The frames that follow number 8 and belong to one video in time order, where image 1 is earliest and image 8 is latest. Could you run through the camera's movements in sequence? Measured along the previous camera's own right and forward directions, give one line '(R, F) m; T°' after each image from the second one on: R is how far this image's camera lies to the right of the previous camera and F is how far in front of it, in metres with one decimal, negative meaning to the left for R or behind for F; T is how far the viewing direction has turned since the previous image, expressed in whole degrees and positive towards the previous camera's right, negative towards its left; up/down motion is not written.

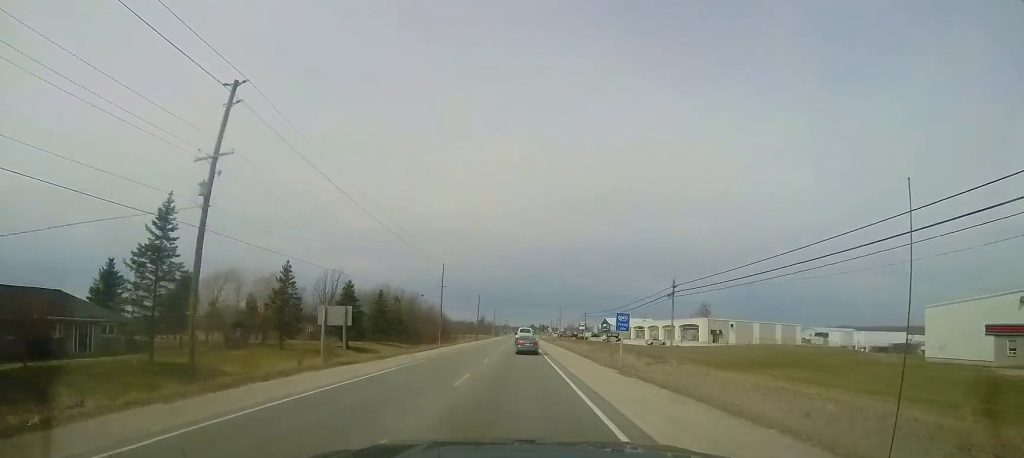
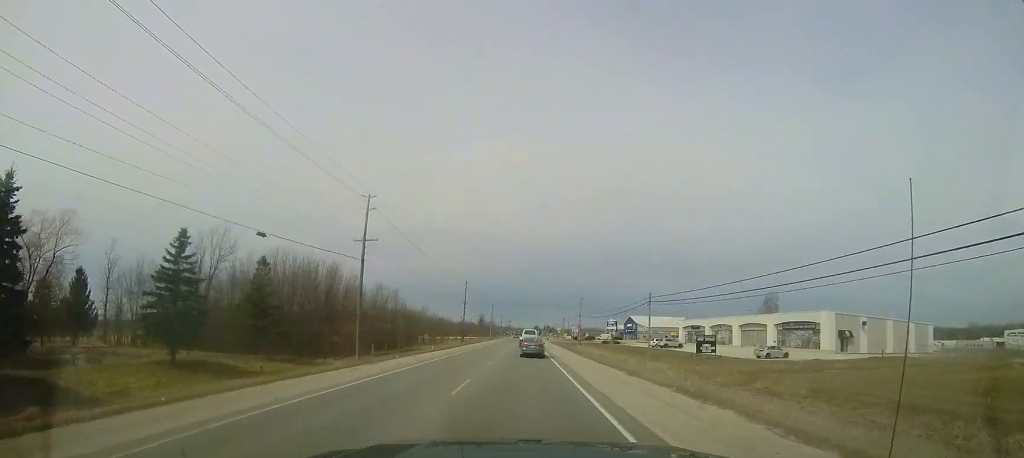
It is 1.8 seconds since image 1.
(+0.4, +37.7) m; +2°
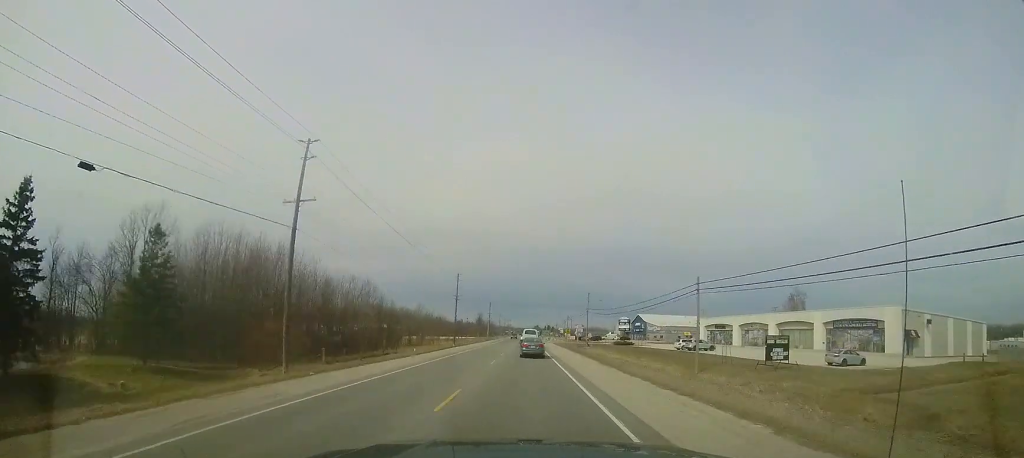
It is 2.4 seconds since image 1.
(-0.1, +11.3) m; -1°
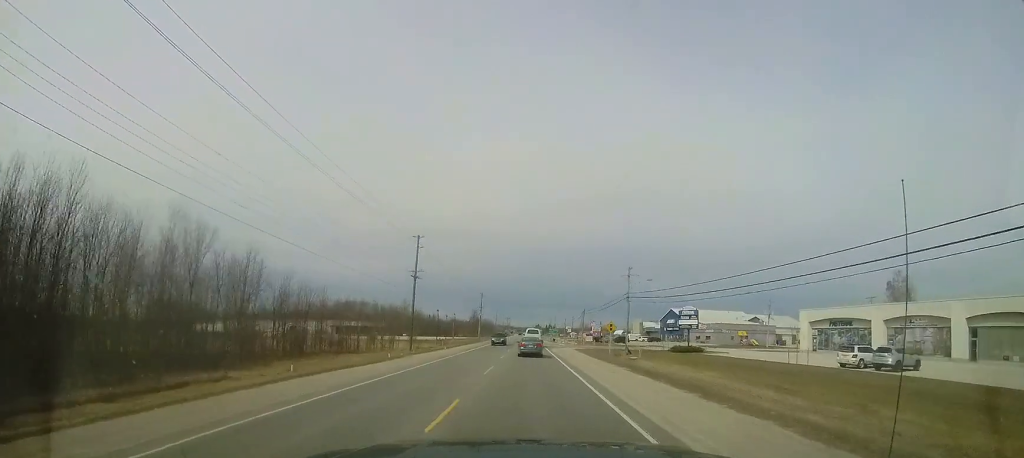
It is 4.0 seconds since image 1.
(-0.5, +32.5) m; -1°
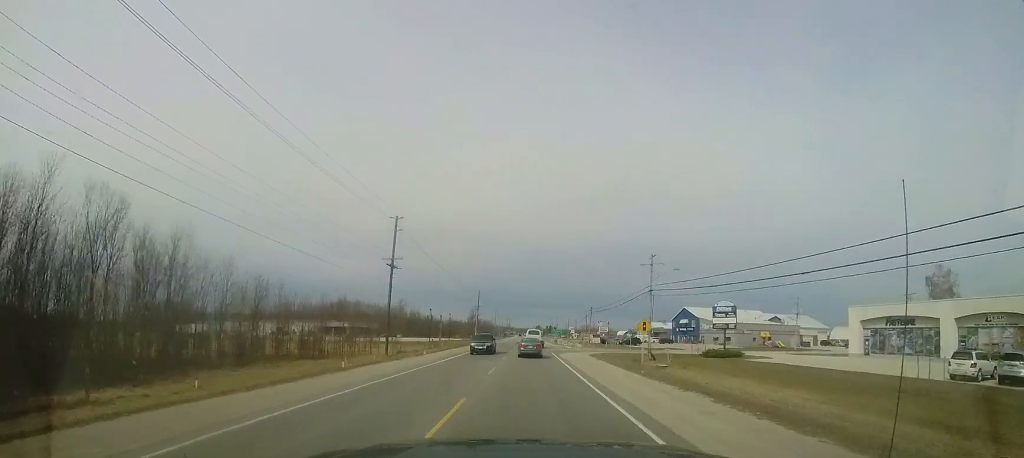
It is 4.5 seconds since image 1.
(0.0, +9.4) m; 0°
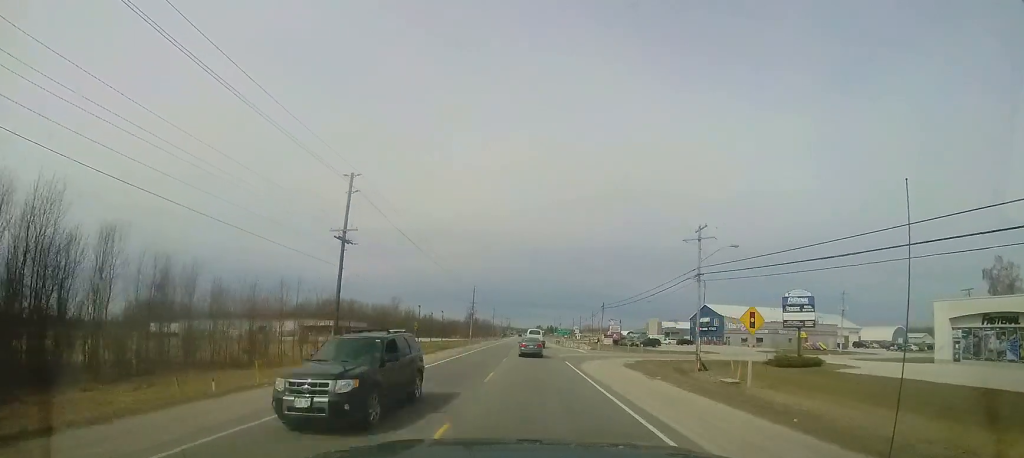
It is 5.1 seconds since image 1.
(0.0, +12.0) m; 0°
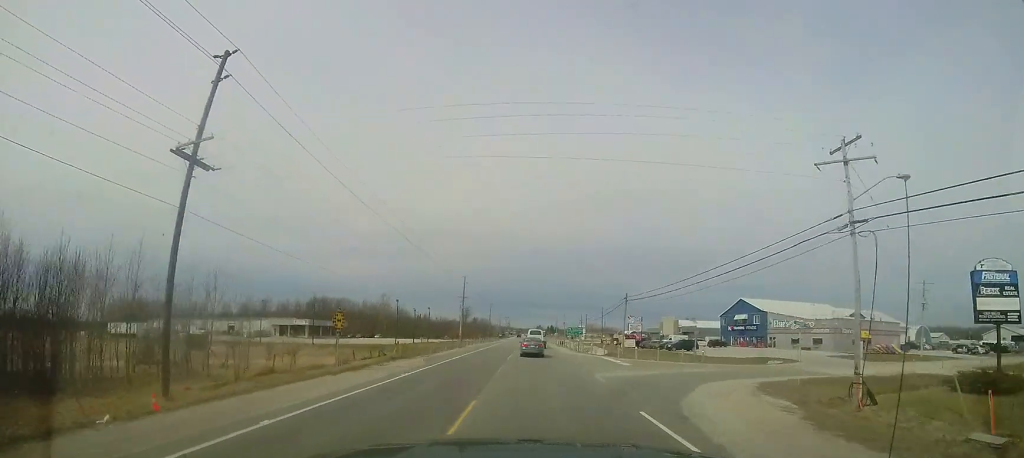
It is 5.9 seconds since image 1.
(-0.1, +15.8) m; 0°
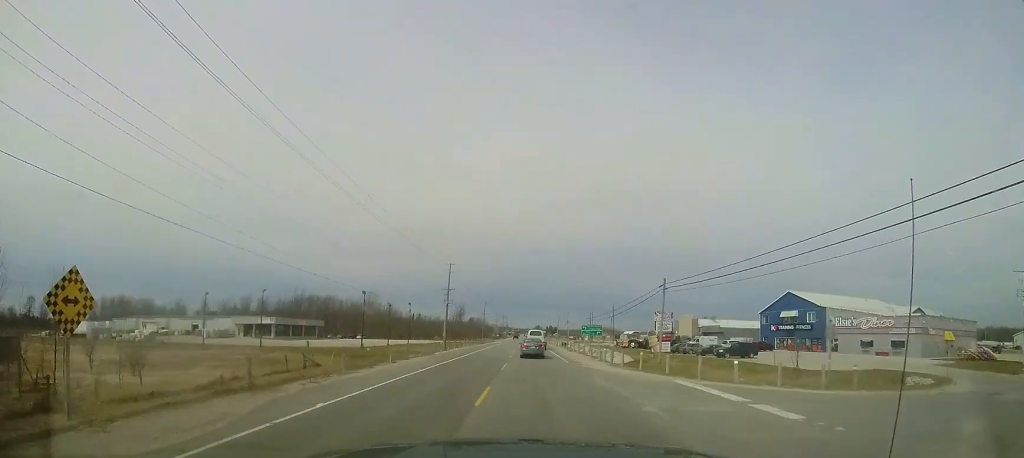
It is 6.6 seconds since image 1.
(+0.1, +15.2) m; 0°
